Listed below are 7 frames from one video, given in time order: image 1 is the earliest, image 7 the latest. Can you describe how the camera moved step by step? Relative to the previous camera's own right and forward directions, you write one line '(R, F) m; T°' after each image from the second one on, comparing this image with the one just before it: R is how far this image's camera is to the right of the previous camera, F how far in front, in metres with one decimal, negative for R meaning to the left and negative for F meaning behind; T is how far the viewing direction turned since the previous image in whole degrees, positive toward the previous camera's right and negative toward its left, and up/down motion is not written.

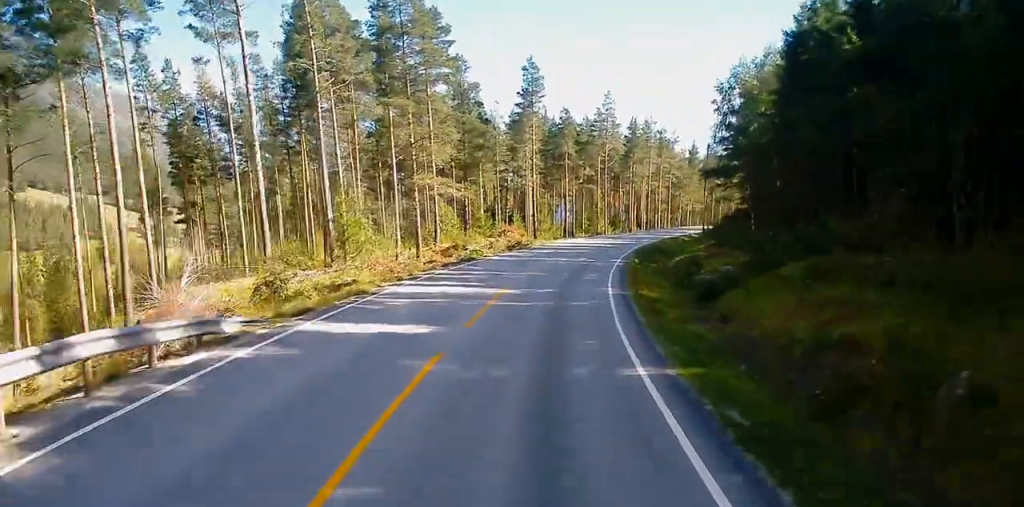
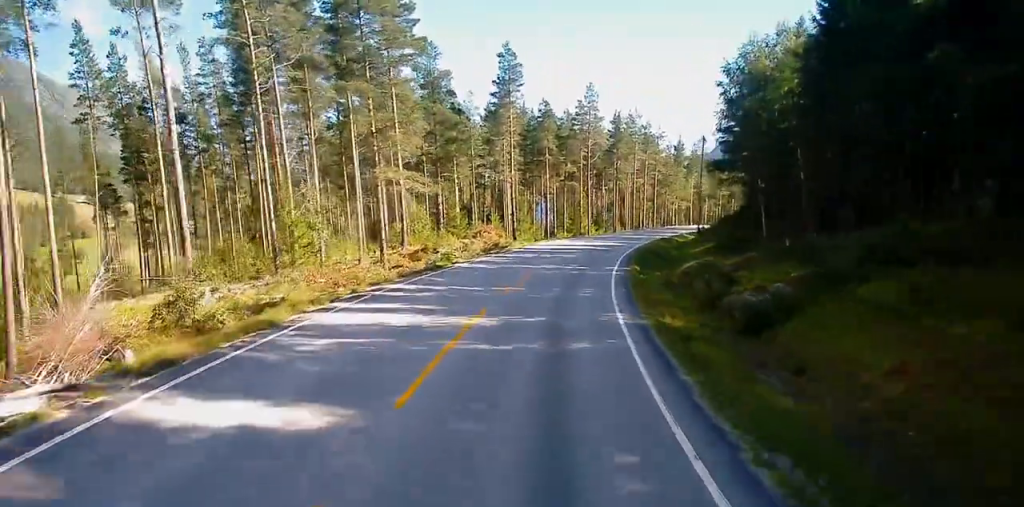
(-0.1, +6.5) m; +2°
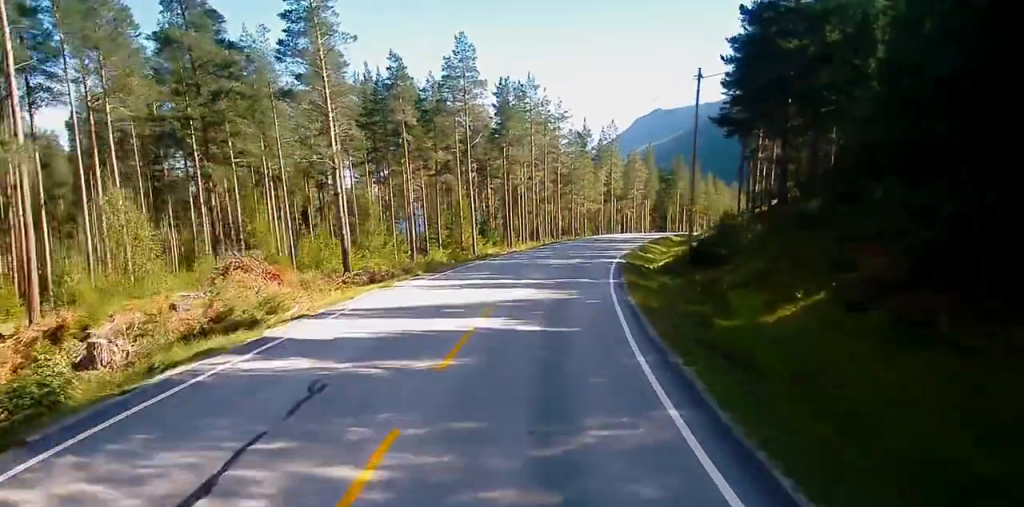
(+3.3, +33.0) m; +9°
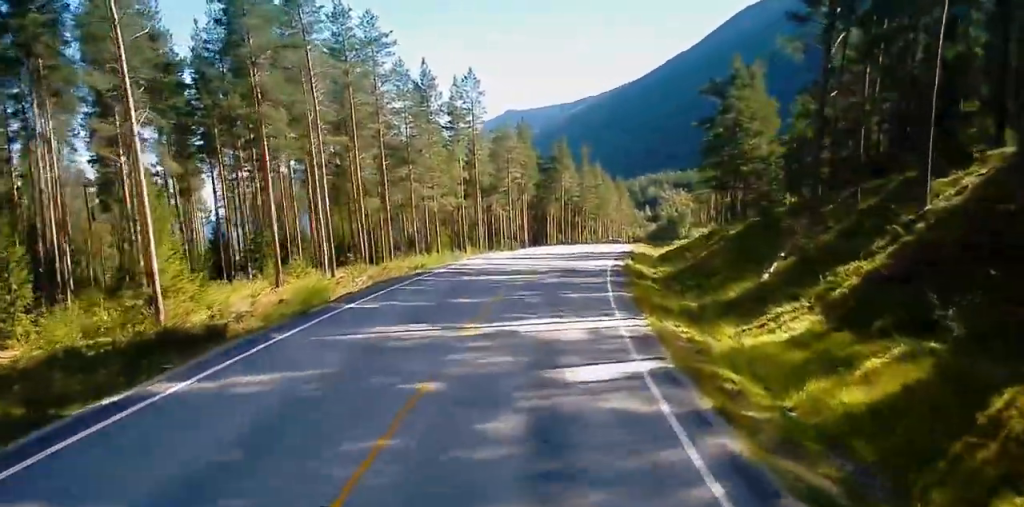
(+5.3, +43.7) m; +15°
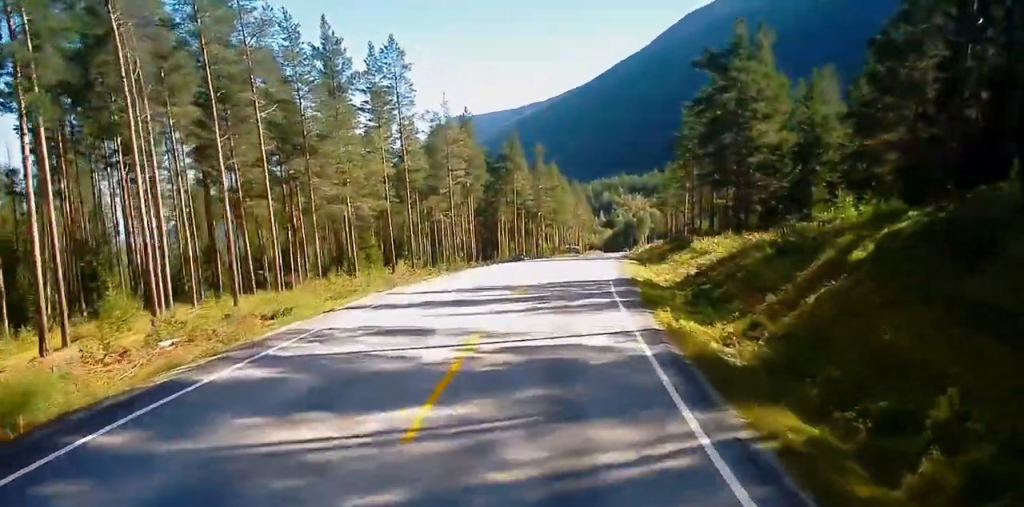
(+0.1, +17.9) m; 0°
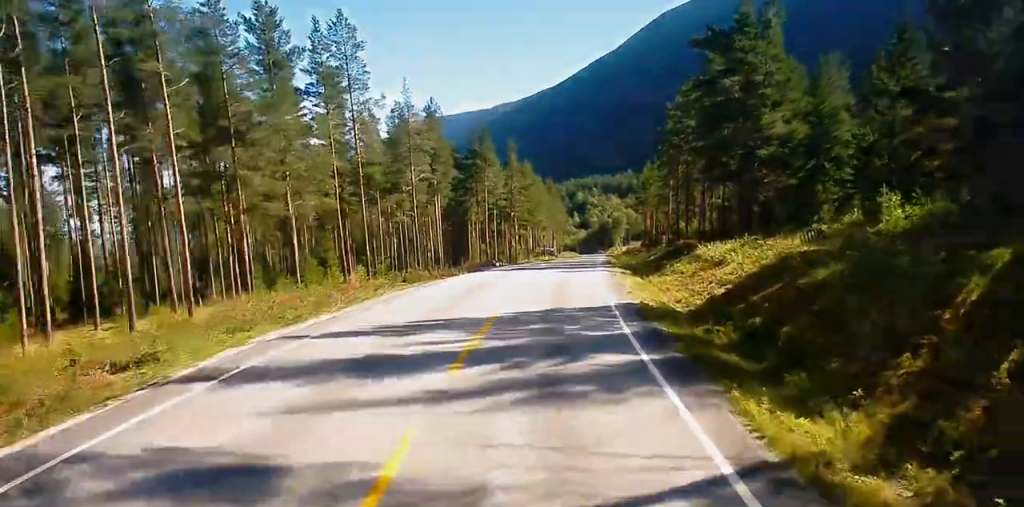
(0.0, +8.4) m; 0°
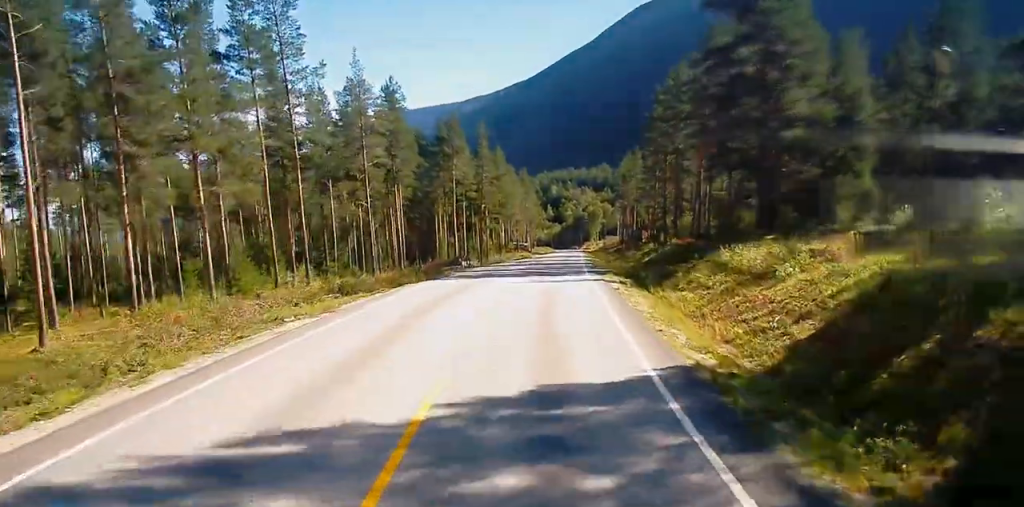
(0.0, +9.8) m; 0°
